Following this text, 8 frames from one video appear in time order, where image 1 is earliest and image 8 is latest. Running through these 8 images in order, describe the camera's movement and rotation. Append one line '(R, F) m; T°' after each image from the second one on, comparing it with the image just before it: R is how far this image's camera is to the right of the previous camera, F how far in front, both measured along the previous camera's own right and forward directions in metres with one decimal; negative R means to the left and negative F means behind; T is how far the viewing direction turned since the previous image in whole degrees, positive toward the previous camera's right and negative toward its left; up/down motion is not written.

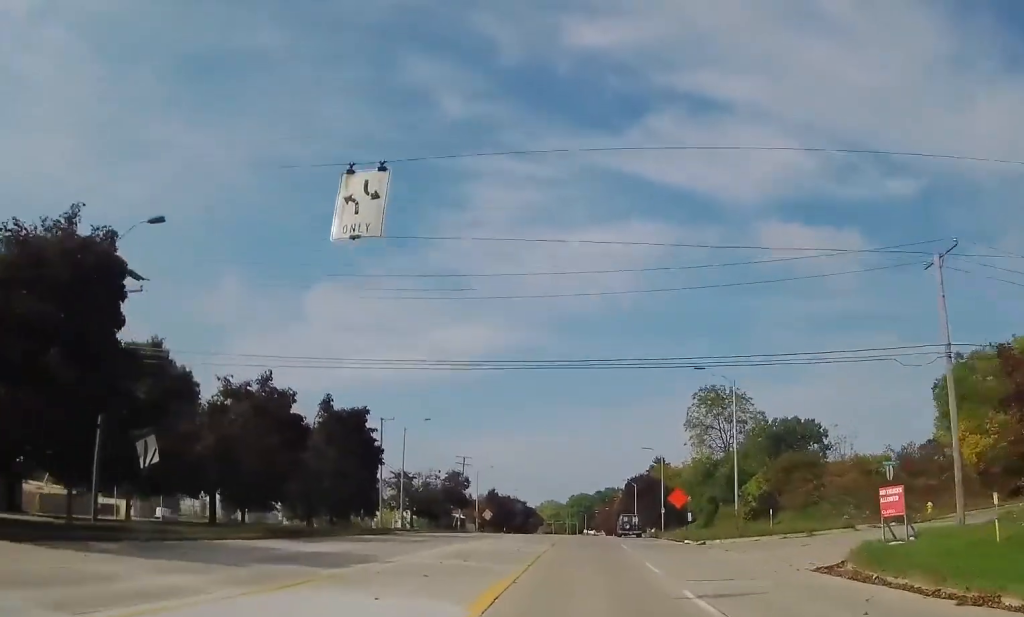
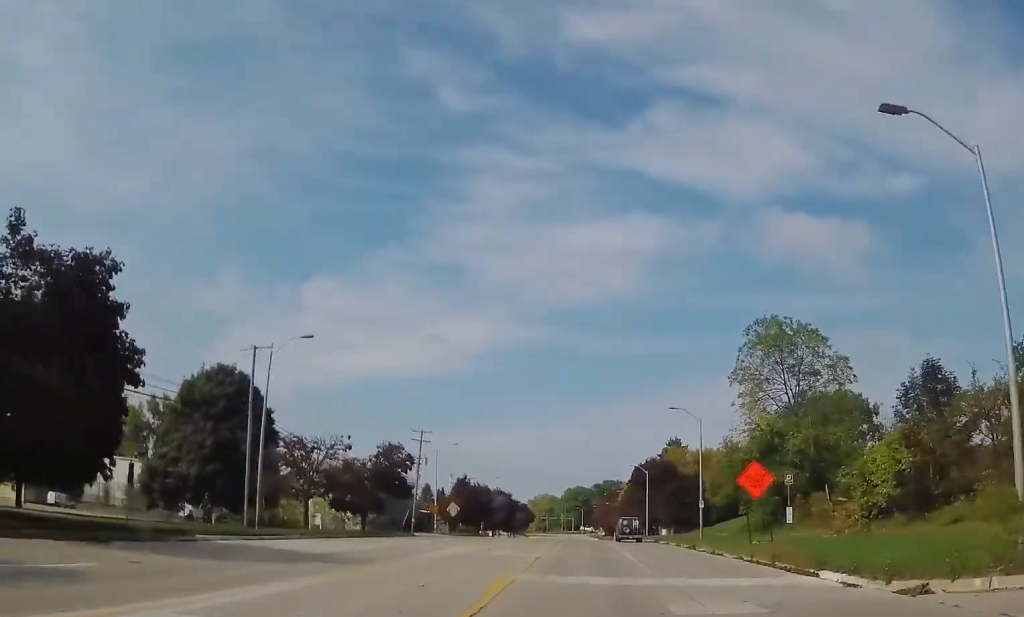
(-0.7, +26.5) m; 0°
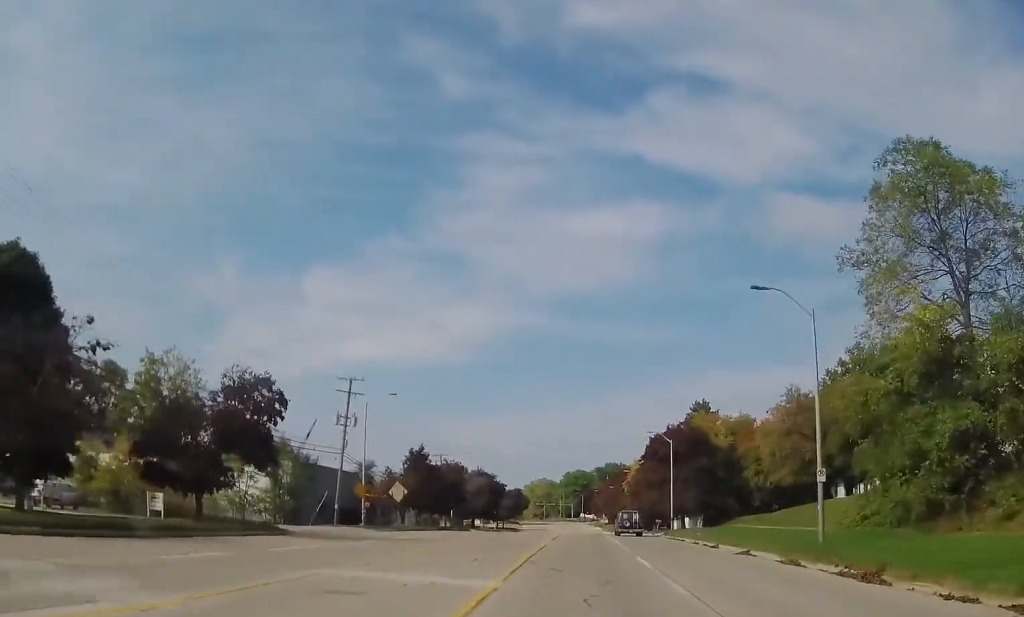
(+0.5, +25.3) m; +1°
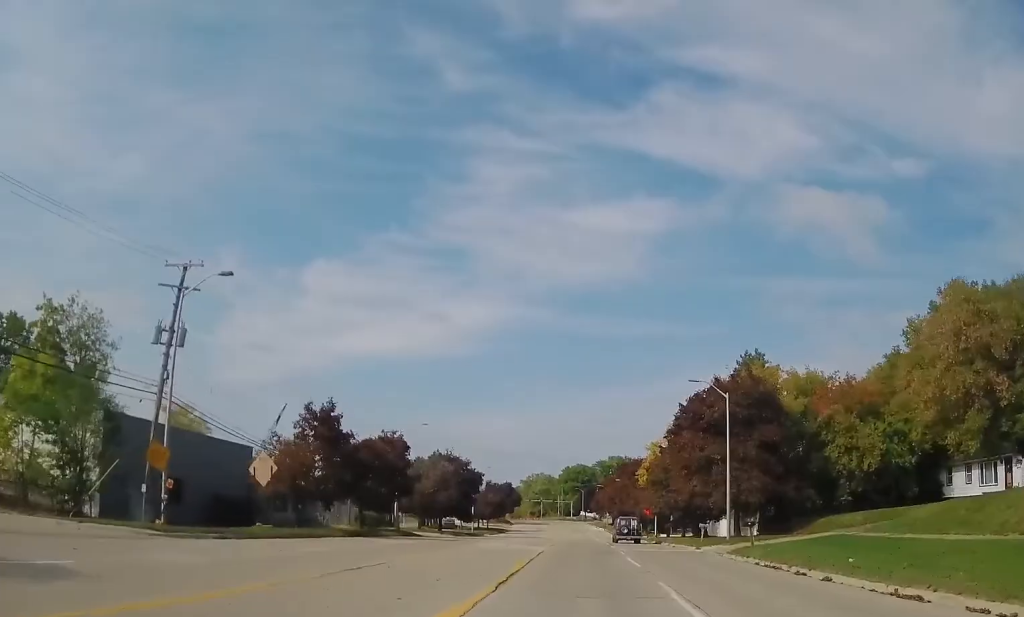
(+0.5, +25.6) m; +2°
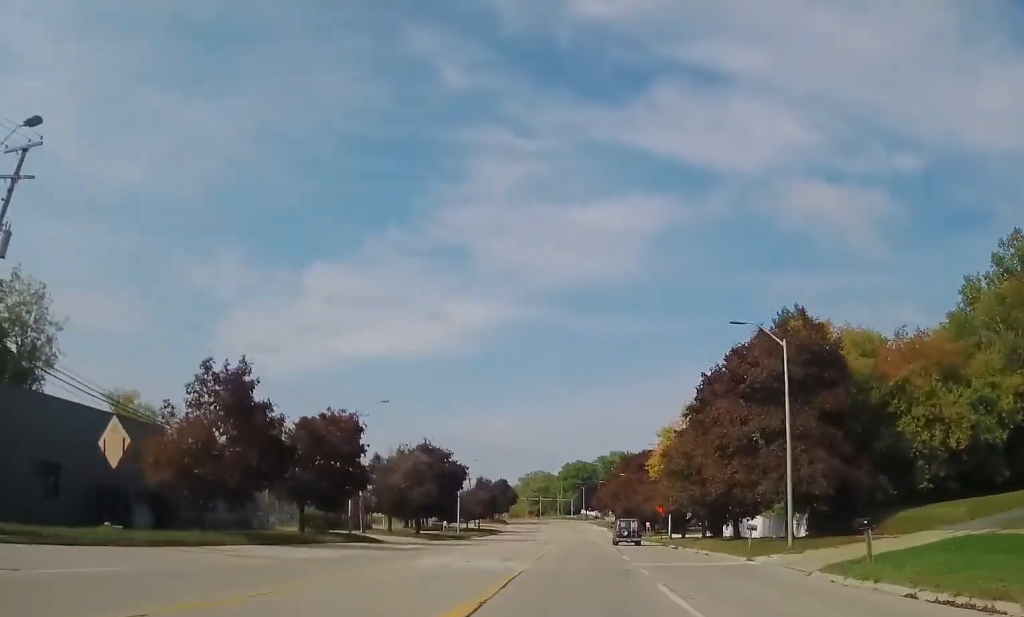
(+0.1, +11.9) m; -1°
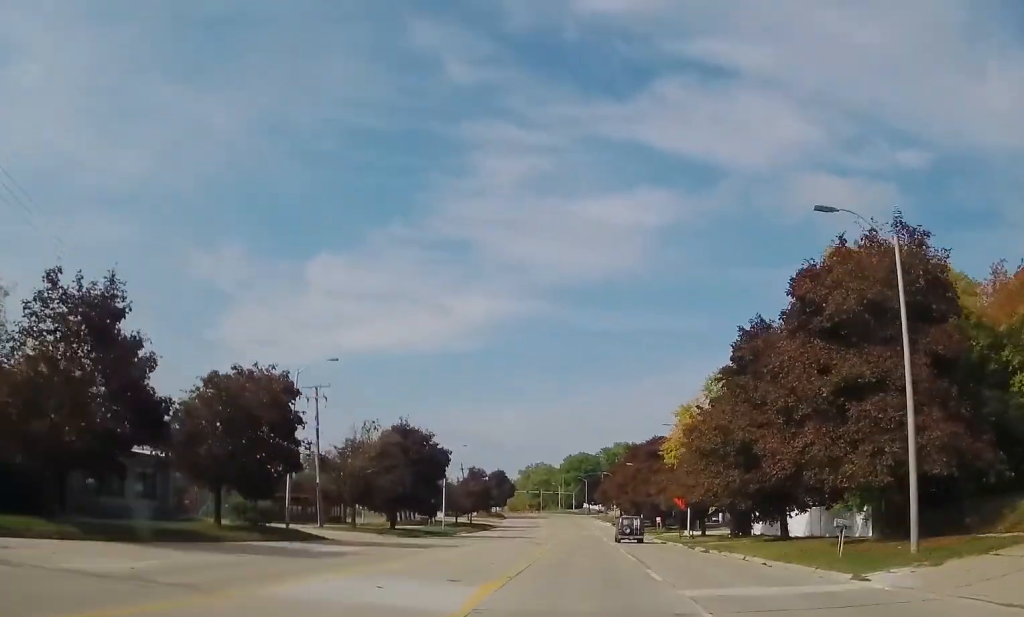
(-0.2, +10.7) m; -1°
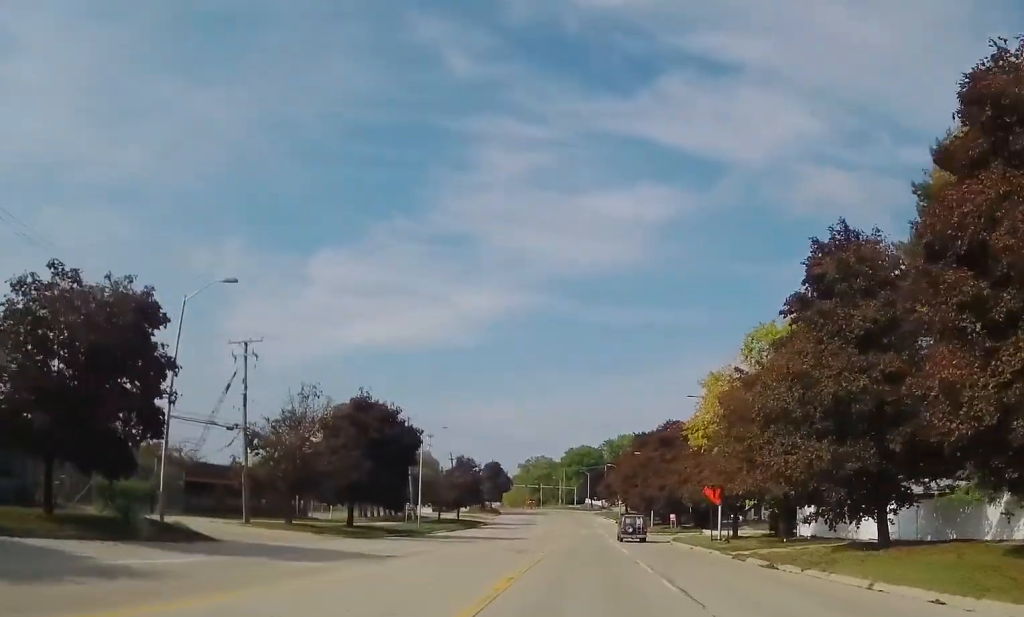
(-0.2, +12.2) m; -1°
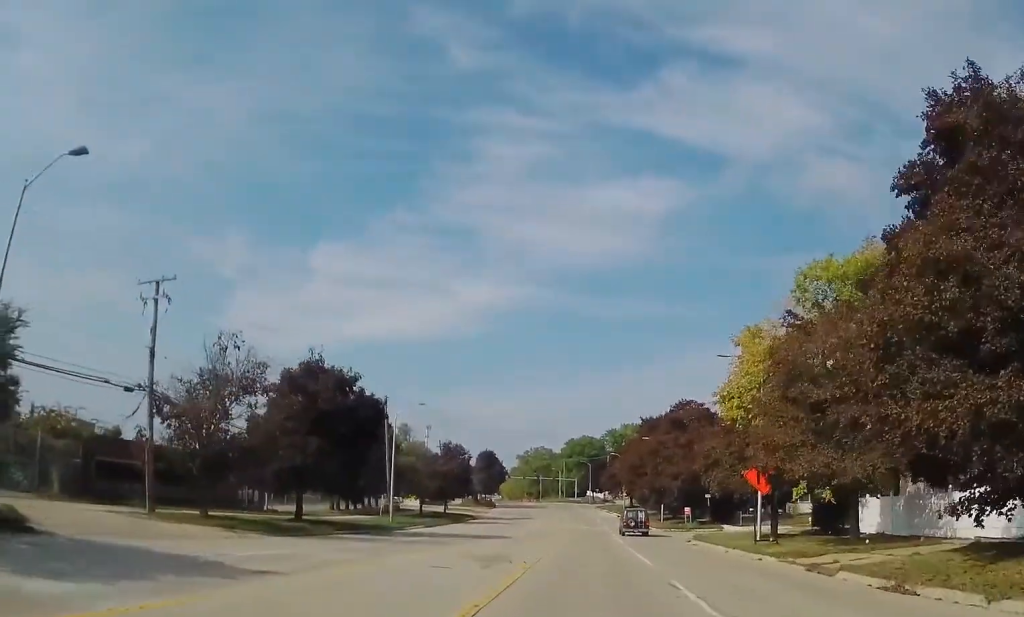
(0.0, +9.9) m; -1°
